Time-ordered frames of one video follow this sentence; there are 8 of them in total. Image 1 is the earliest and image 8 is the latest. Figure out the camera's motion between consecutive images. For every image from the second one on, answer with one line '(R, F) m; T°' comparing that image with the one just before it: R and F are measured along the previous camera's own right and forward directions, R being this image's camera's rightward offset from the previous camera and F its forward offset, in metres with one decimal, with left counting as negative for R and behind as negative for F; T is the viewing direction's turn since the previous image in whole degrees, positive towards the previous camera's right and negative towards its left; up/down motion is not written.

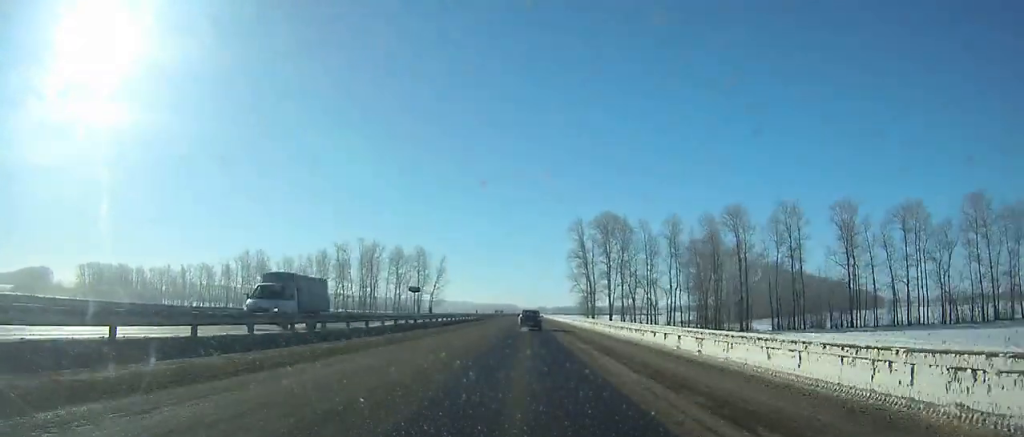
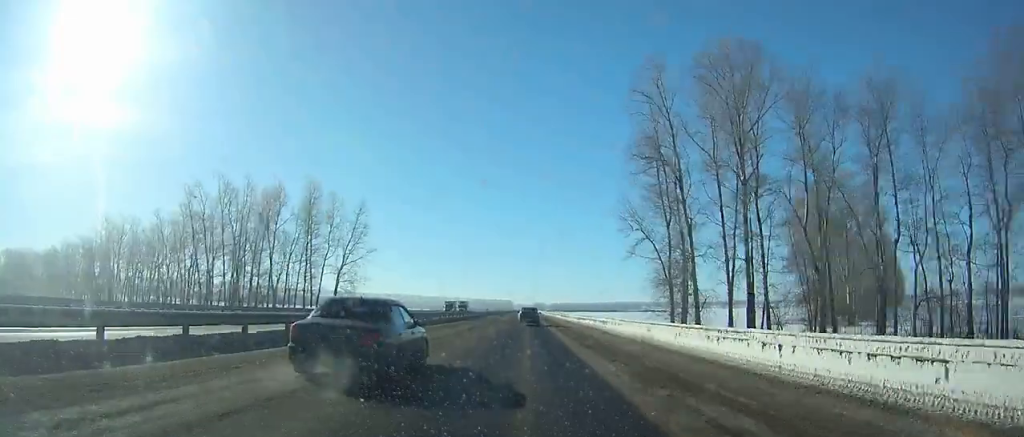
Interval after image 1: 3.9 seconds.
(+0.2, +90.2) m; 0°
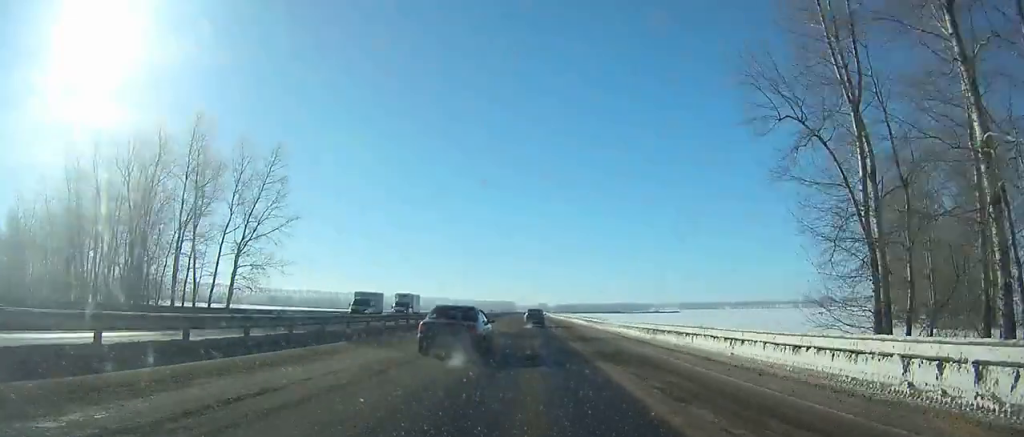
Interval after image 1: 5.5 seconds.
(0.0, +34.6) m; 0°
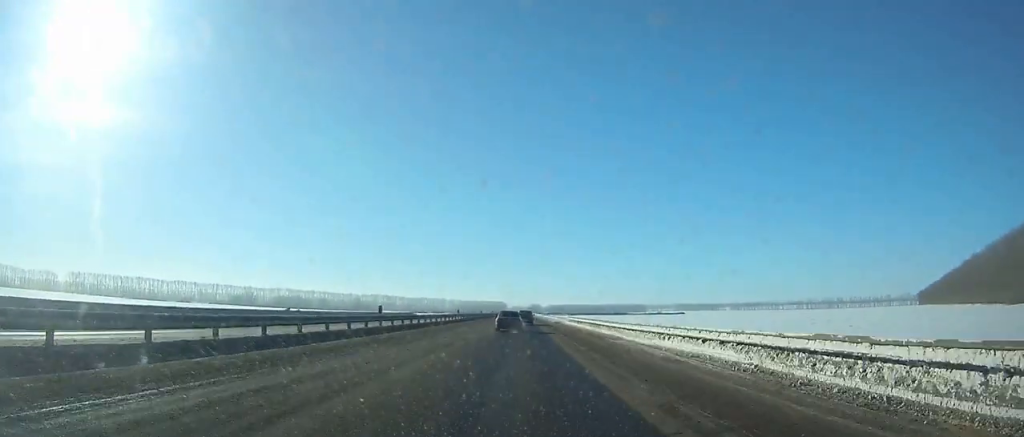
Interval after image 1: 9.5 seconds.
(+0.2, +76.5) m; 0°
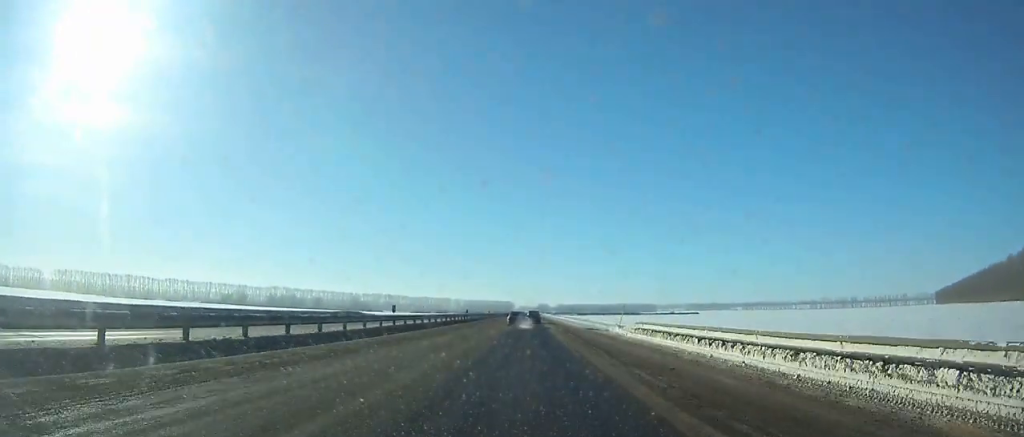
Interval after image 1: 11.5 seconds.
(0.0, +36.4) m; 0°
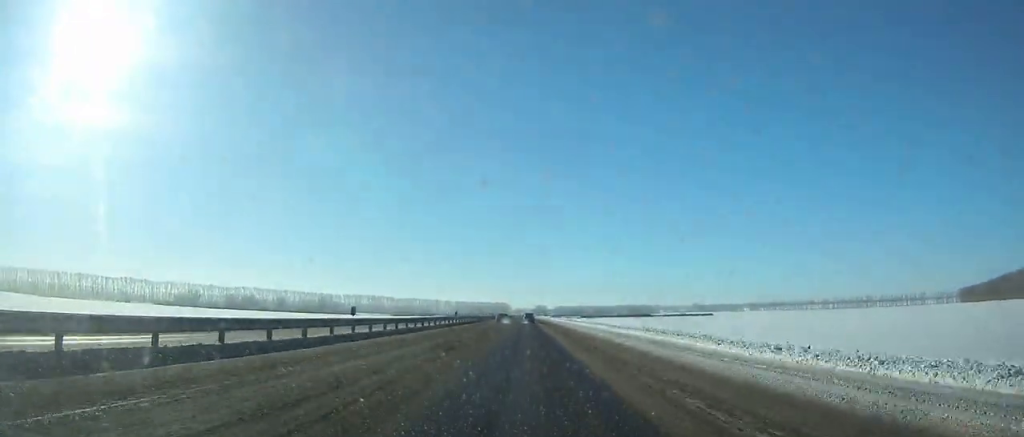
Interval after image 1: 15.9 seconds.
(-0.2, +85.3) m; 0°
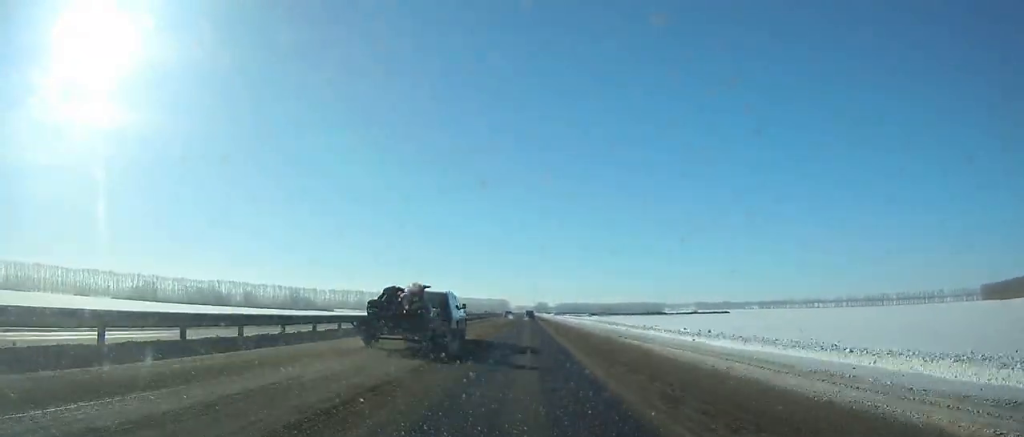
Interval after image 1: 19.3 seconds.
(-0.2, +69.7) m; 0°
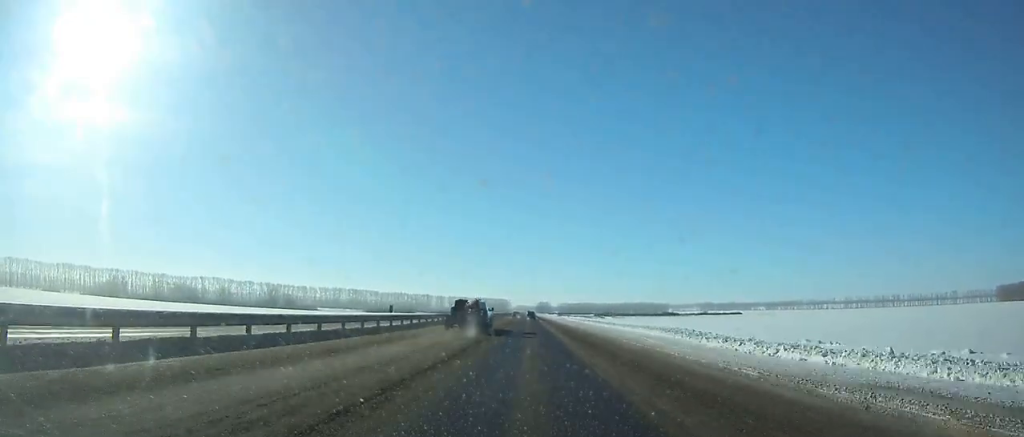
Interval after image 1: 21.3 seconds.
(0.0, +42.6) m; 0°
